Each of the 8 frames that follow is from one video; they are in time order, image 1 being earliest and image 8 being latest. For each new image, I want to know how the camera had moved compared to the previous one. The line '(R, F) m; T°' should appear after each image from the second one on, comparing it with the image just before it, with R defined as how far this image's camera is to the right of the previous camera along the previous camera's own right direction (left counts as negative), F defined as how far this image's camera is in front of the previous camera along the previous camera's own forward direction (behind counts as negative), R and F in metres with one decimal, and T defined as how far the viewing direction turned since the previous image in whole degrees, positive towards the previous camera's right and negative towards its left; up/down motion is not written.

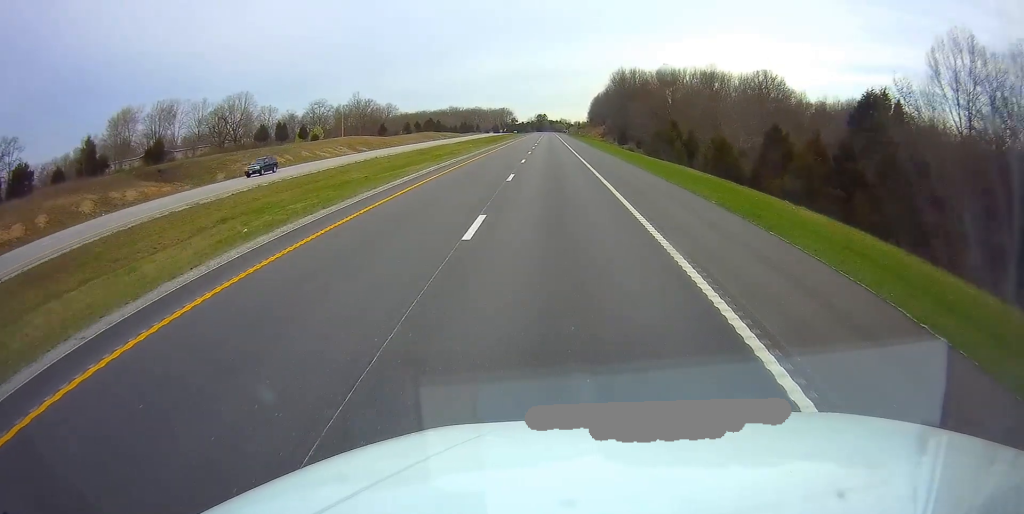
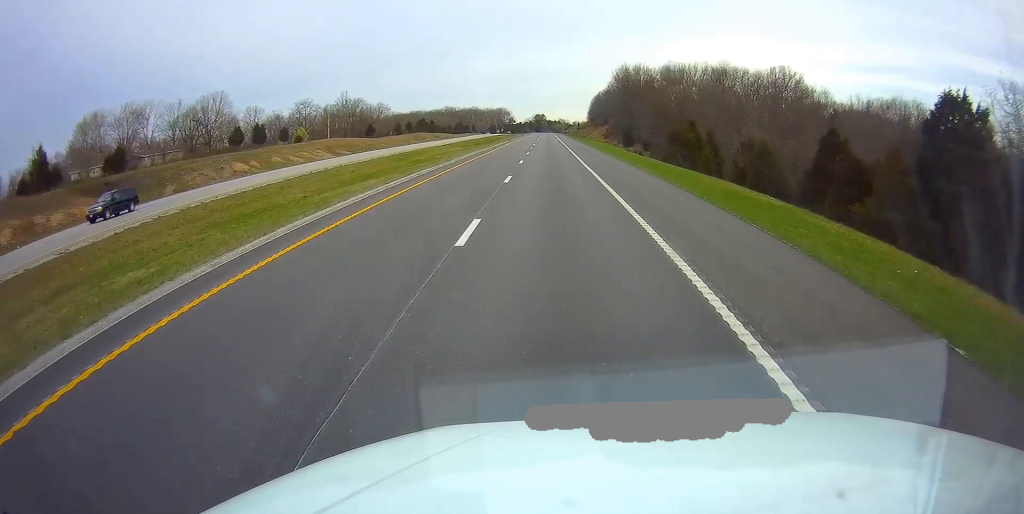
(0.0, +12.3) m; 0°
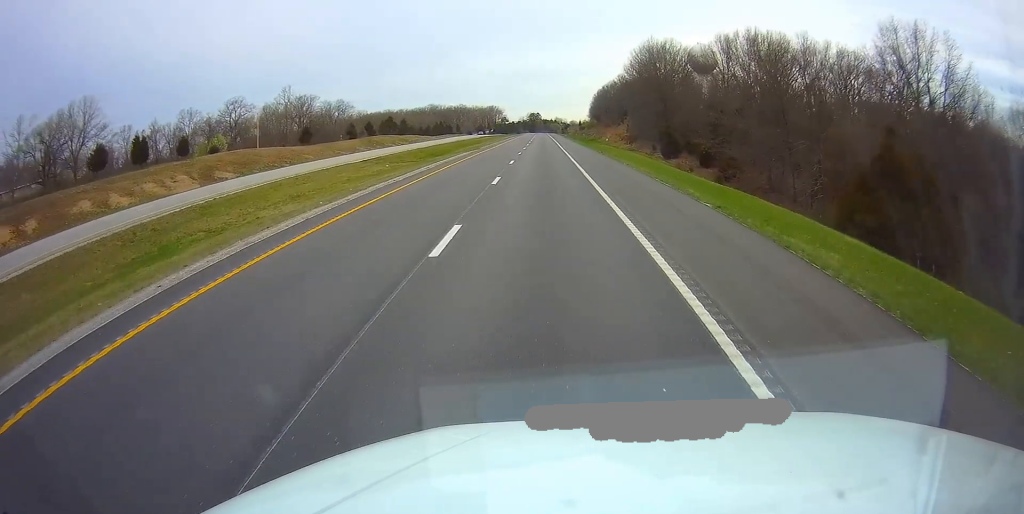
(+0.2, +48.2) m; 0°
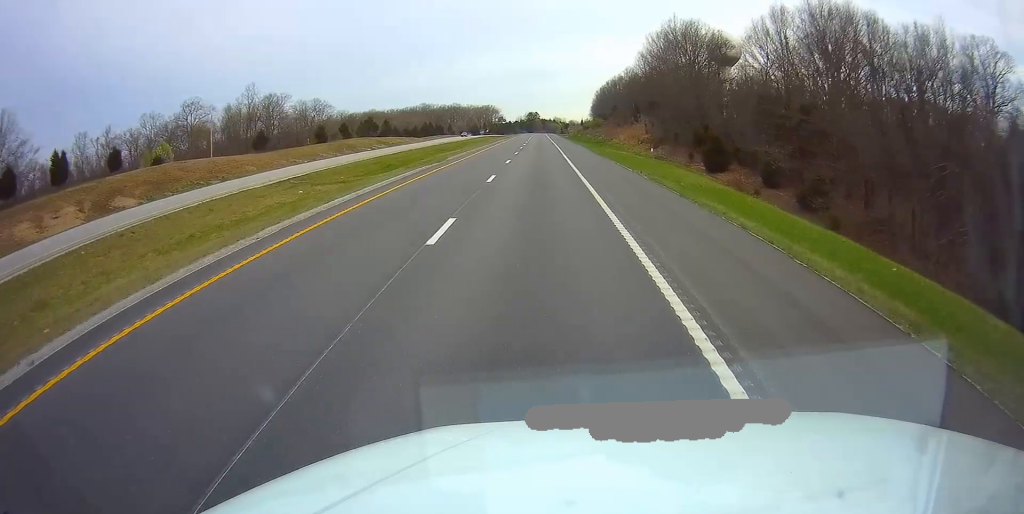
(-0.1, +22.8) m; -1°
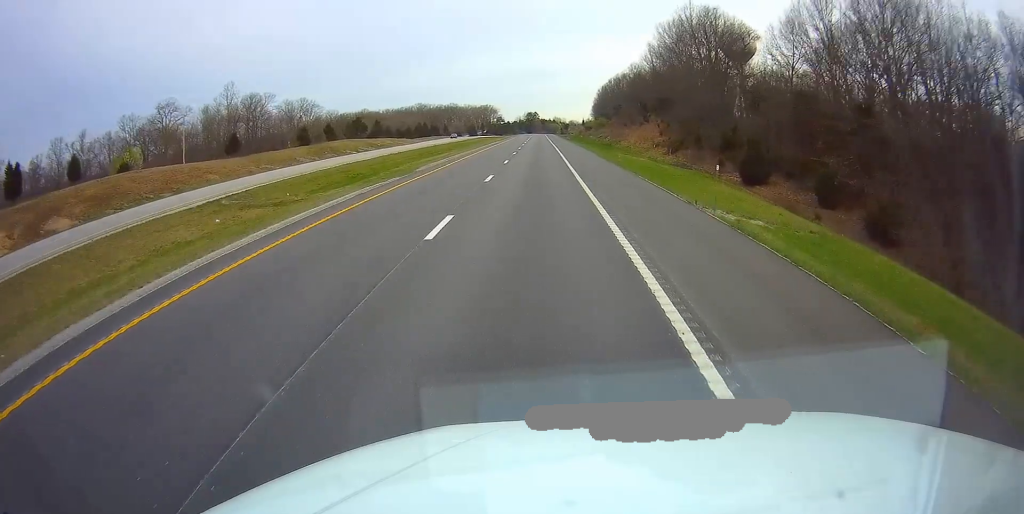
(0.0, +11.4) m; 0°
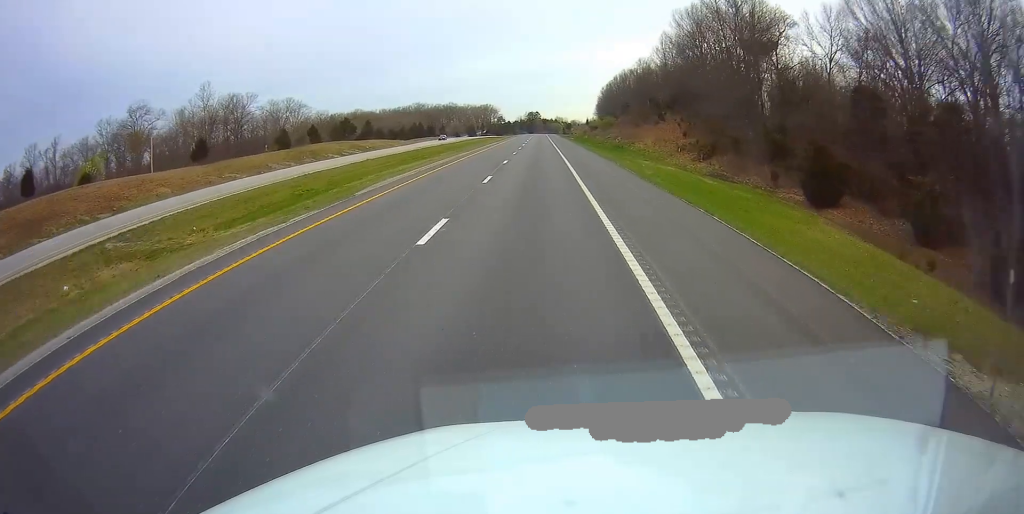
(-0.1, +12.3) m; 0°
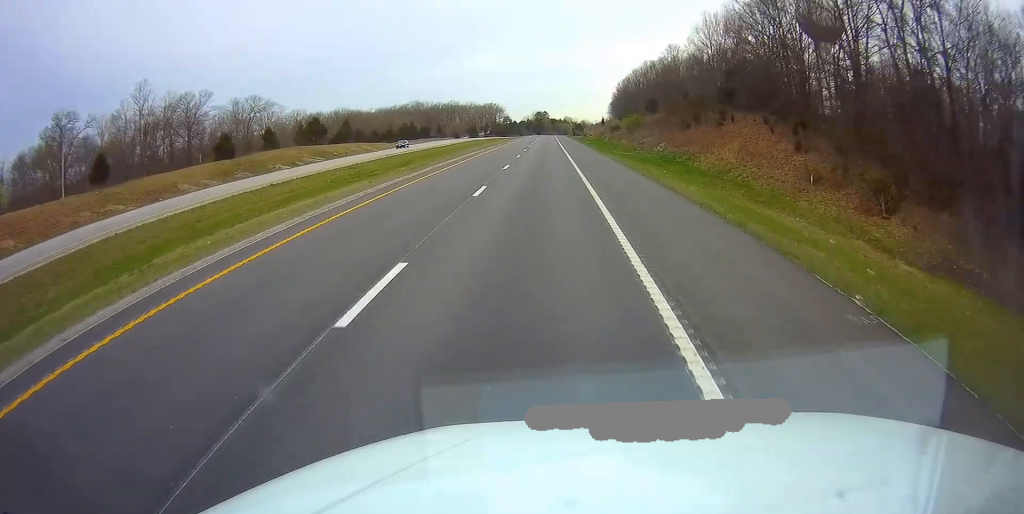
(-0.1, +28.4) m; 0°
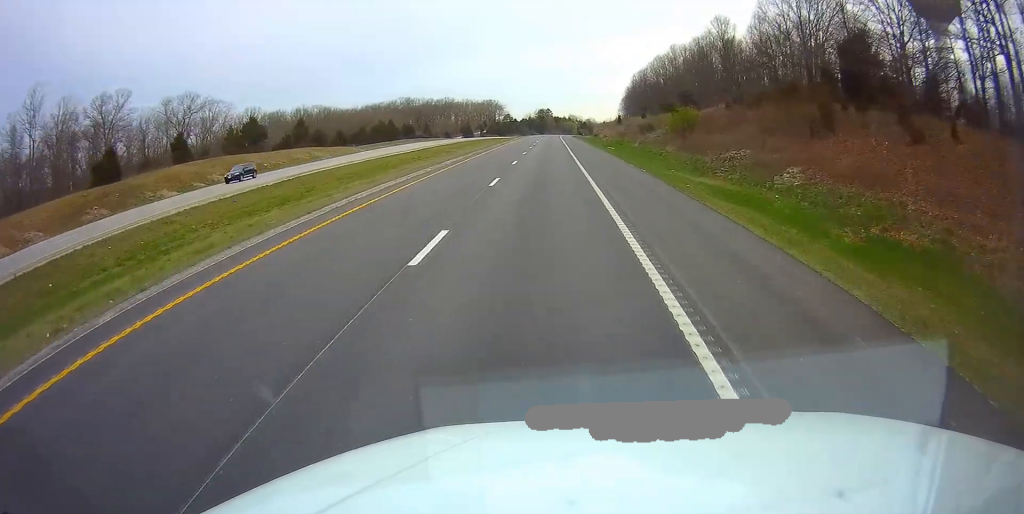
(-0.2, +33.1) m; 0°
